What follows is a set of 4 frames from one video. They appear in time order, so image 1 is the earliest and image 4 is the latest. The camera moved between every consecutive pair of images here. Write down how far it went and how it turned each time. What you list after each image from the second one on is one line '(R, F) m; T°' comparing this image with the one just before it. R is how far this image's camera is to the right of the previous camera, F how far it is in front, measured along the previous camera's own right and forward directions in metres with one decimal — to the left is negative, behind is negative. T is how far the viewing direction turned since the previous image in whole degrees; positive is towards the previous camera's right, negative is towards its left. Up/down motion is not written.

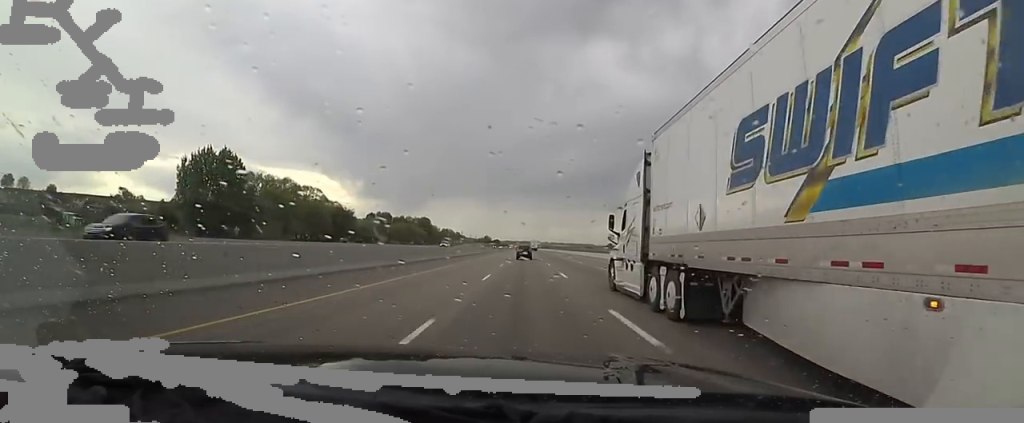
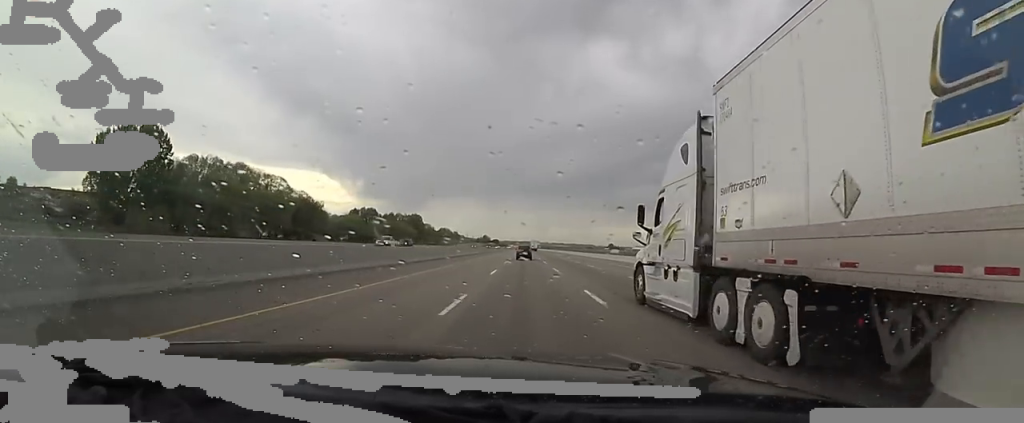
(+0.6, +25.2) m; +1°
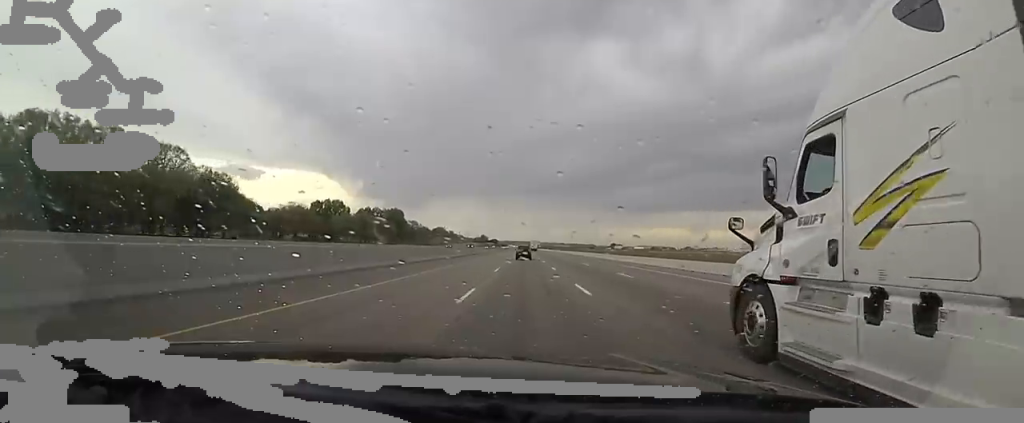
(-1.0, +43.0) m; -1°
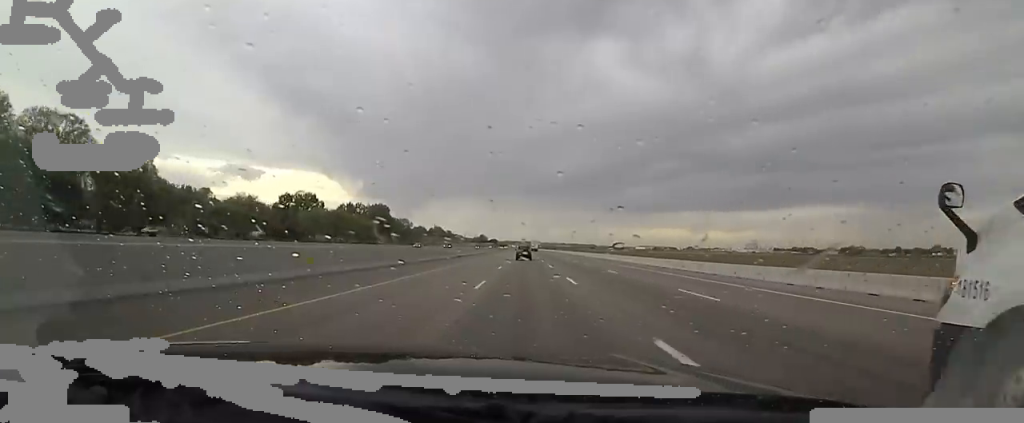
(-0.1, +25.5) m; 0°
